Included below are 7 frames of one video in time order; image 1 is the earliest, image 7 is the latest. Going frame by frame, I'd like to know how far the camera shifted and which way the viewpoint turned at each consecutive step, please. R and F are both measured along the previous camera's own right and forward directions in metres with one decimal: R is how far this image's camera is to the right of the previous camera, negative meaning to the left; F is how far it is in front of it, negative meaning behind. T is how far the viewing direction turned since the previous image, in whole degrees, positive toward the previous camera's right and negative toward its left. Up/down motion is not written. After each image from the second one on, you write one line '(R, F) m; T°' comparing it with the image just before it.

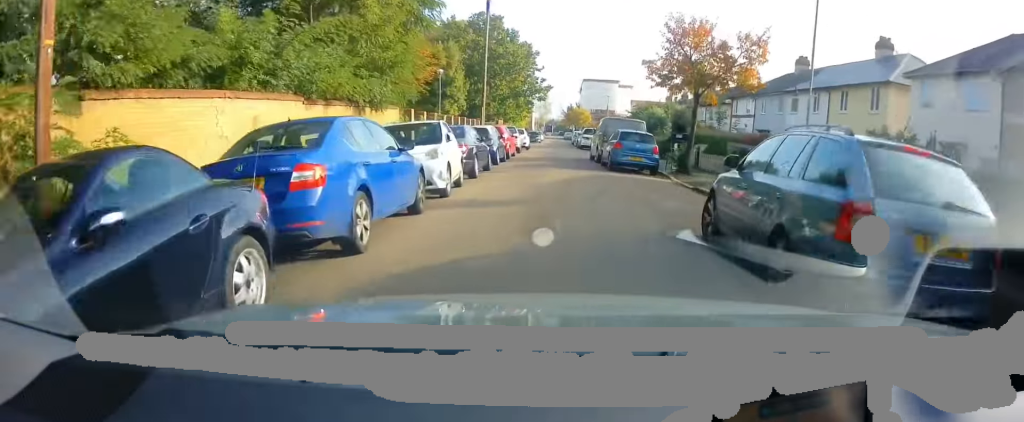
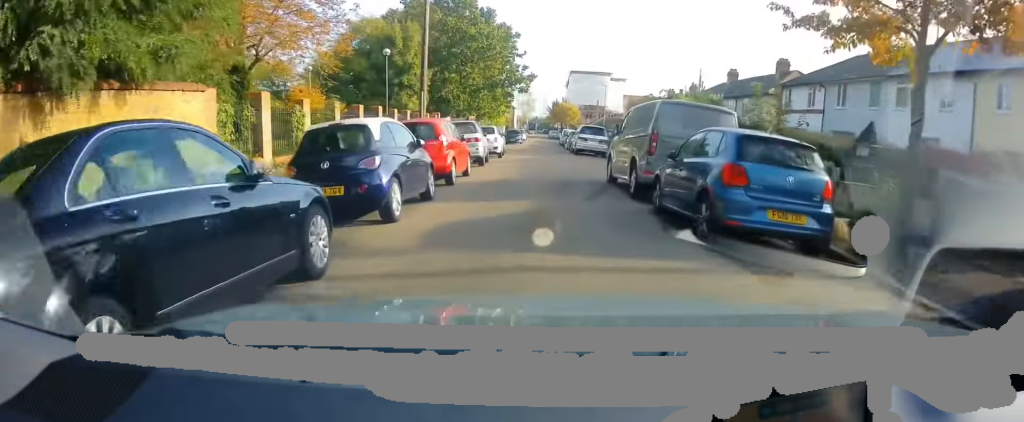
(+0.4, +12.3) m; 0°
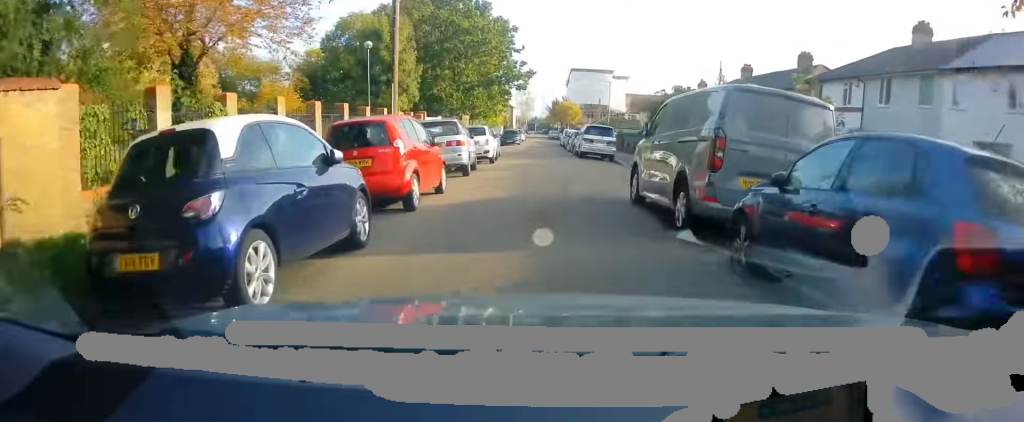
(-0.2, +3.8) m; -2°
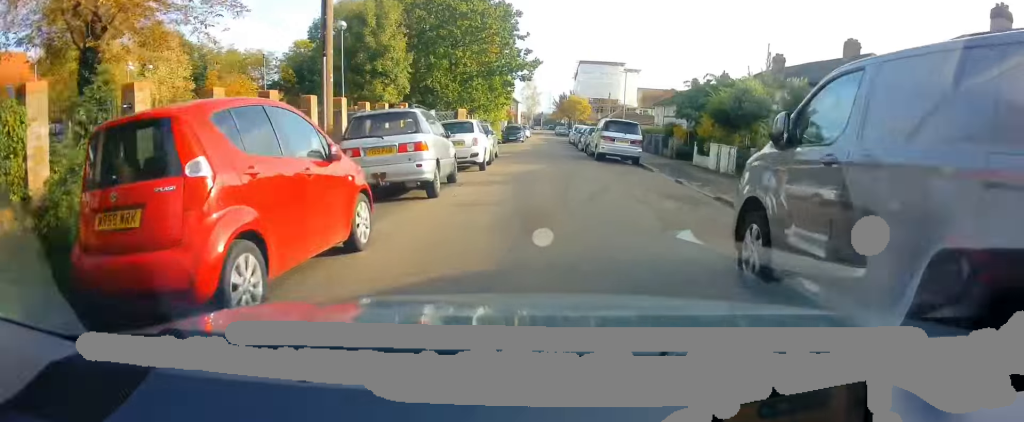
(+0.1, +5.7) m; +1°
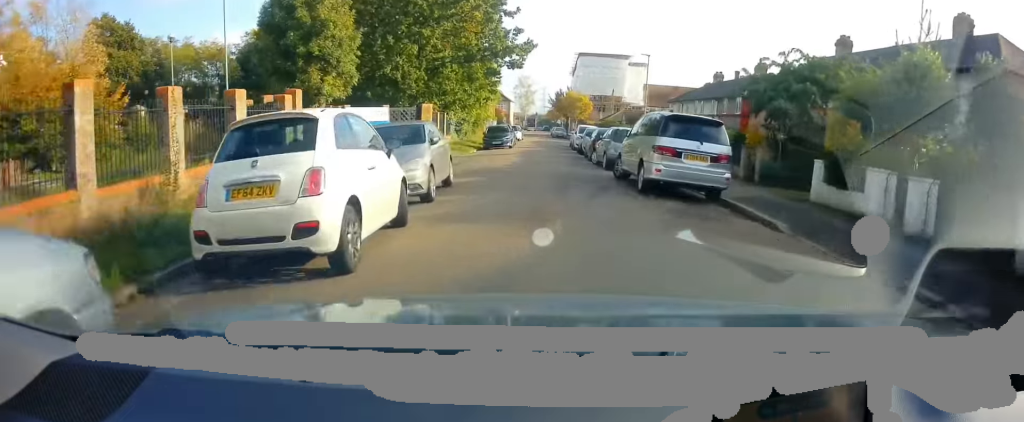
(+0.3, +11.2) m; +4°
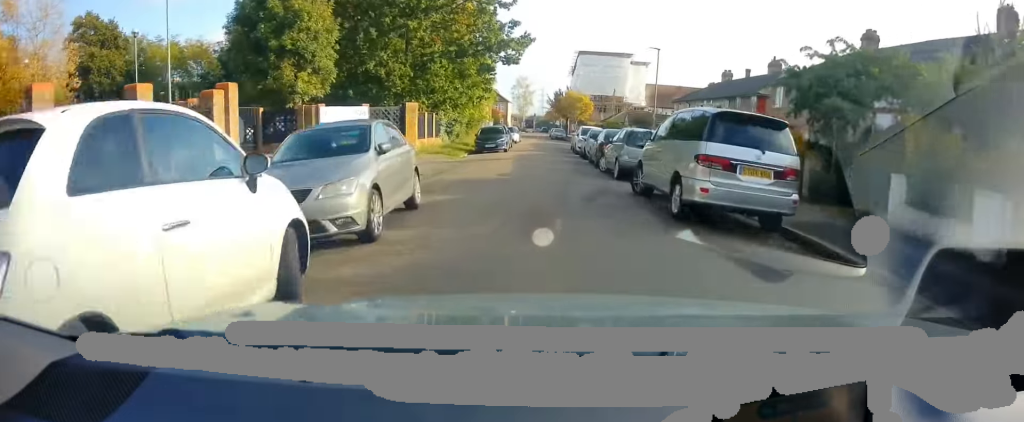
(+0.2, +3.2) m; 0°
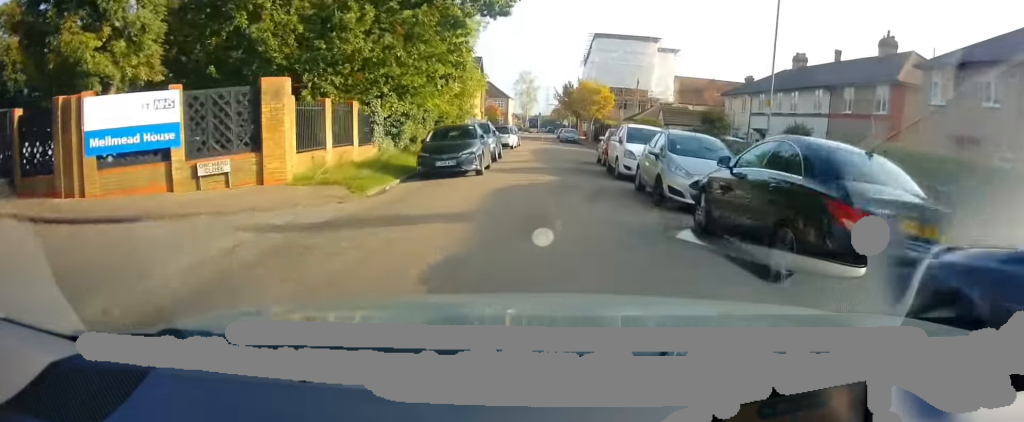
(-0.6, +15.0) m; -4°
